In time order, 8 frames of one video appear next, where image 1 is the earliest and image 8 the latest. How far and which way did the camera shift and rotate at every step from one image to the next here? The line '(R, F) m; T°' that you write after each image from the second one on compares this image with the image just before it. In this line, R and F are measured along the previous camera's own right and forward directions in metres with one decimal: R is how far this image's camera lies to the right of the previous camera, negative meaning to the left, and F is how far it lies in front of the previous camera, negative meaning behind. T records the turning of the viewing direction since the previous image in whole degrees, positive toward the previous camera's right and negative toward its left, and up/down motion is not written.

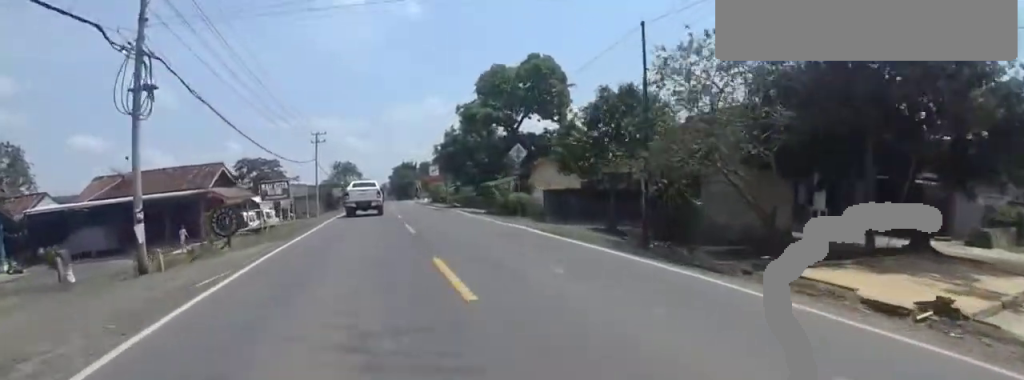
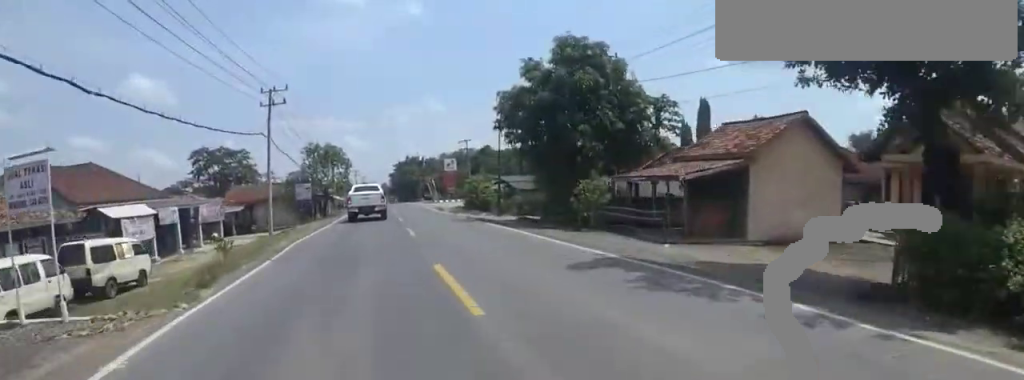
(-1.4, +26.6) m; -1°
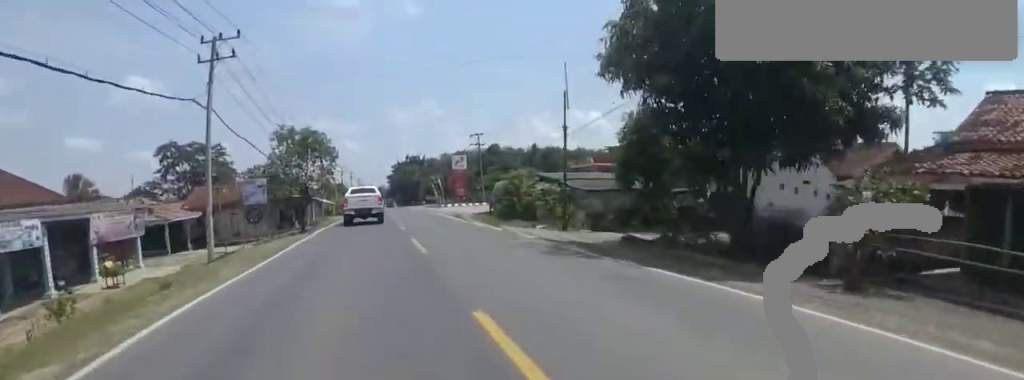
(+0.2, +12.0) m; +2°
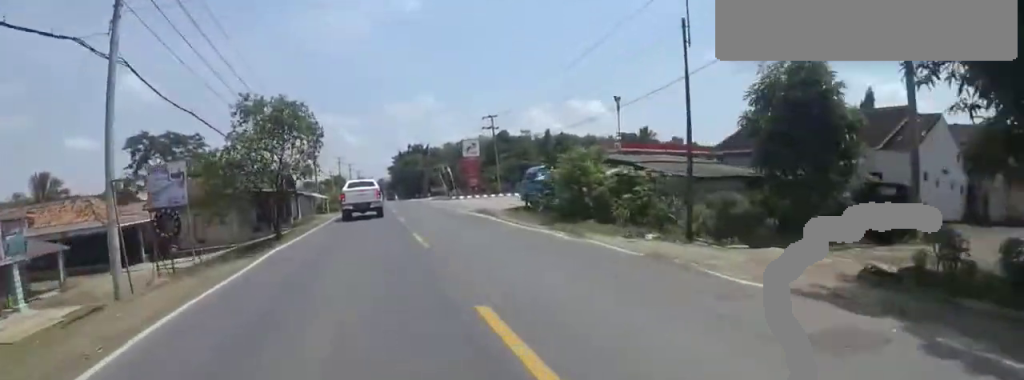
(0.0, +8.2) m; +1°
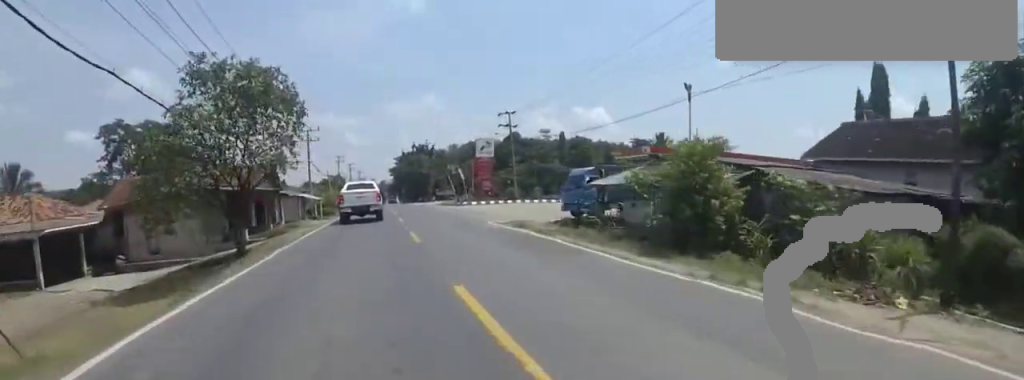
(+0.1, +6.5) m; 0°
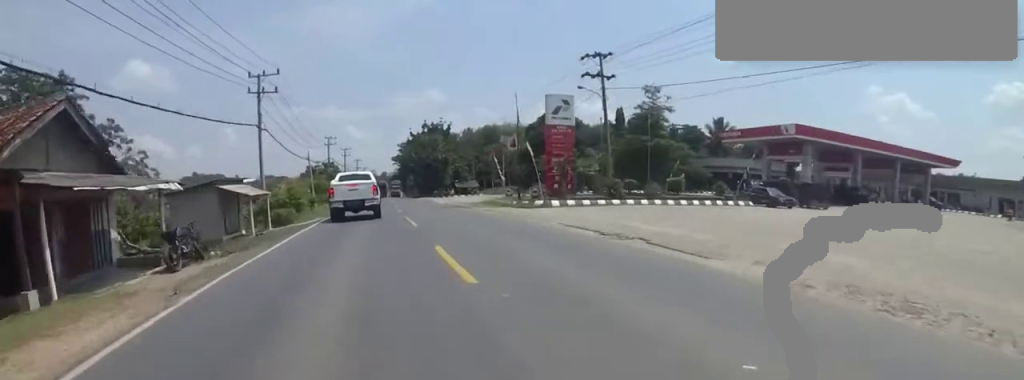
(-0.1, +20.1) m; -2°
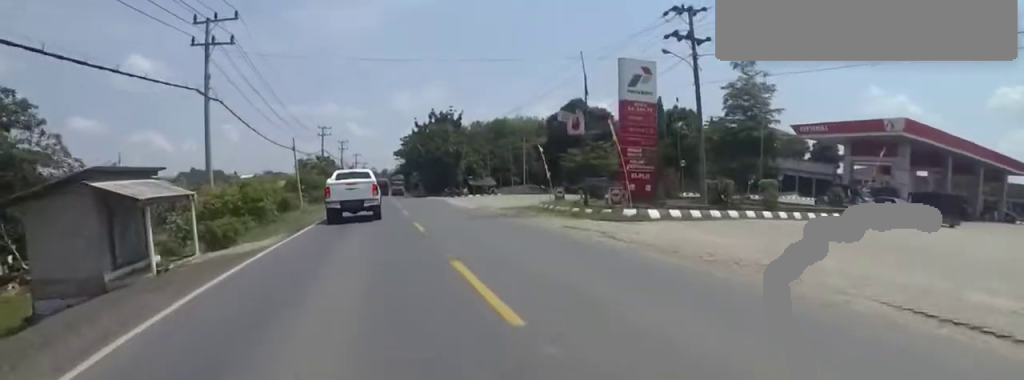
(-0.1, +8.4) m; -1°
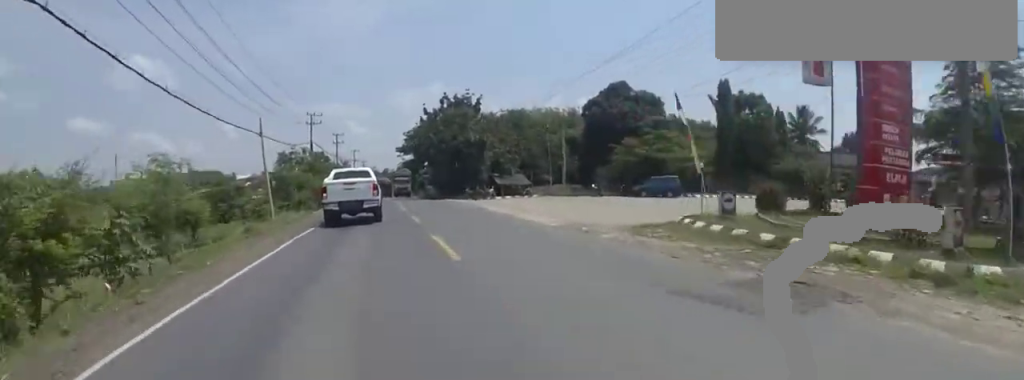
(0.0, +10.8) m; +1°
